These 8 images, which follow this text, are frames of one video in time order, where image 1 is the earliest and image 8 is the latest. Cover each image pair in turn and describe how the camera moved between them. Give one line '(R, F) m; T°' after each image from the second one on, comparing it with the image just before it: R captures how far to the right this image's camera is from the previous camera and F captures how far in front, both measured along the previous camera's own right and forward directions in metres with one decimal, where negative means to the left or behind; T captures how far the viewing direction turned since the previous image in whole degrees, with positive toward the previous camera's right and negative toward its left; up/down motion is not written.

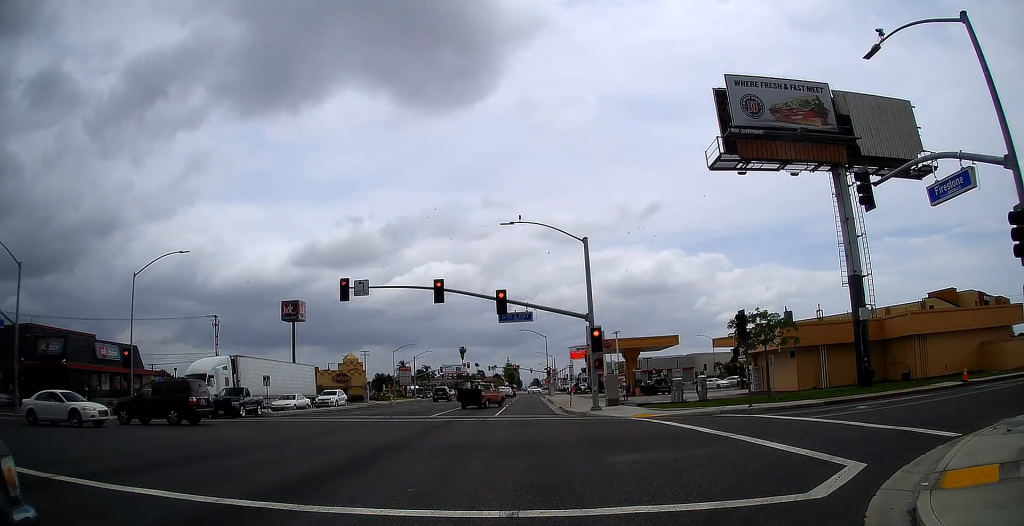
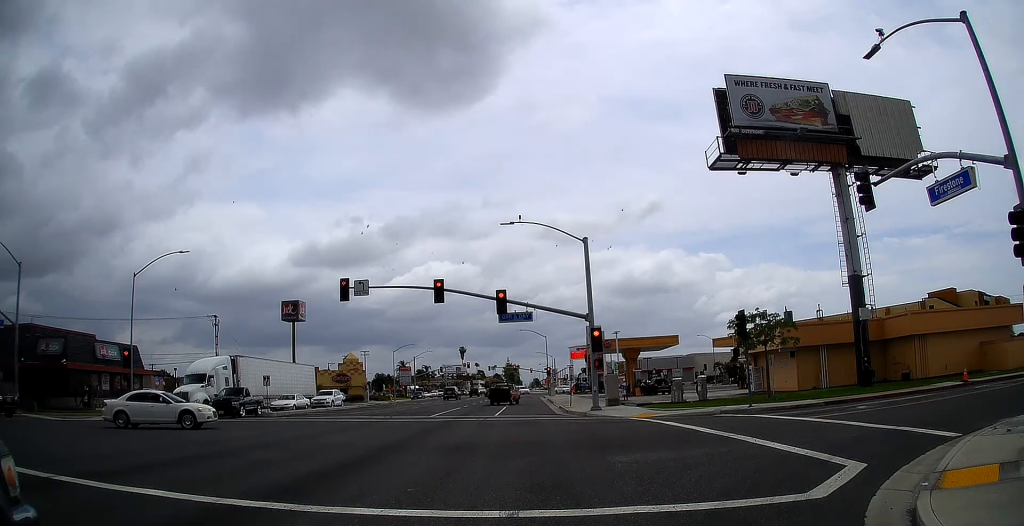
(0.0, 0.0) m; 0°
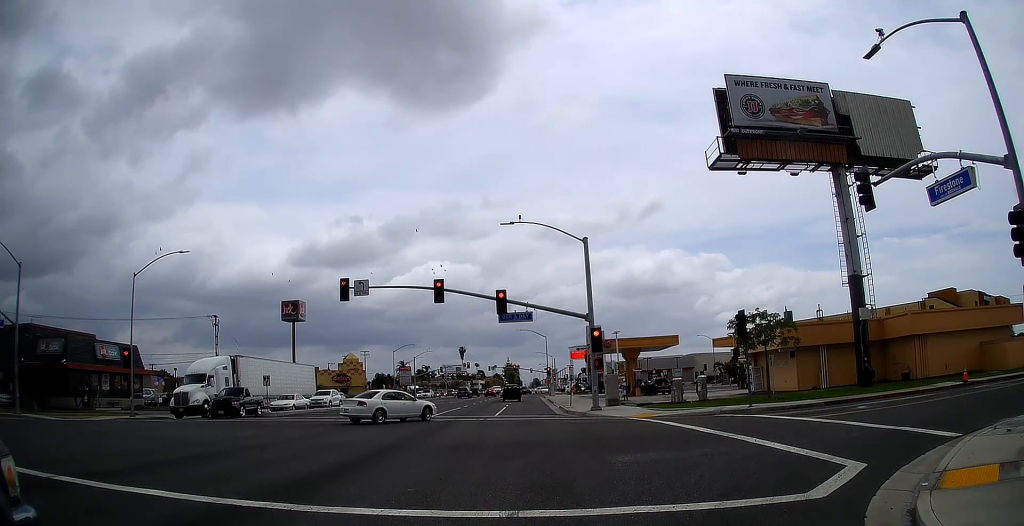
(0.0, 0.0) m; 0°
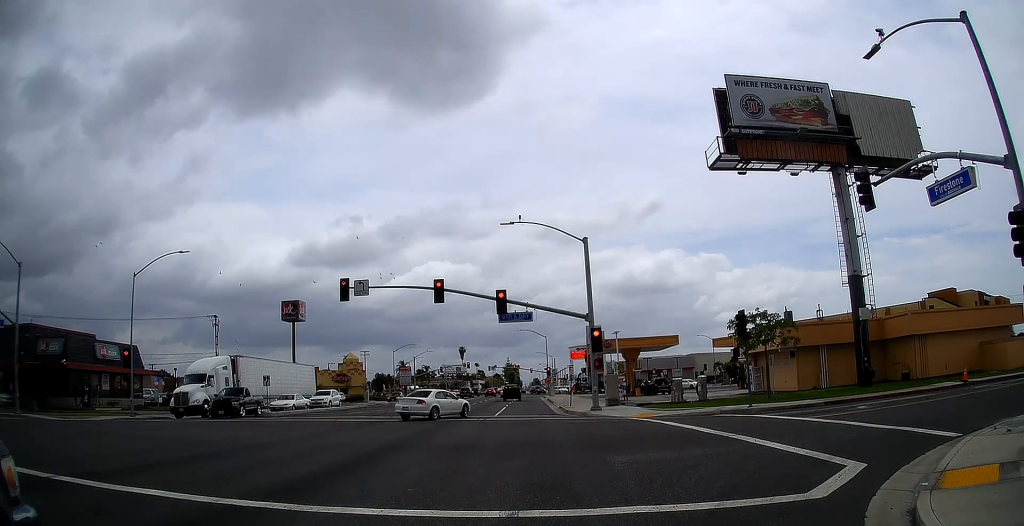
(0.0, 0.0) m; 0°
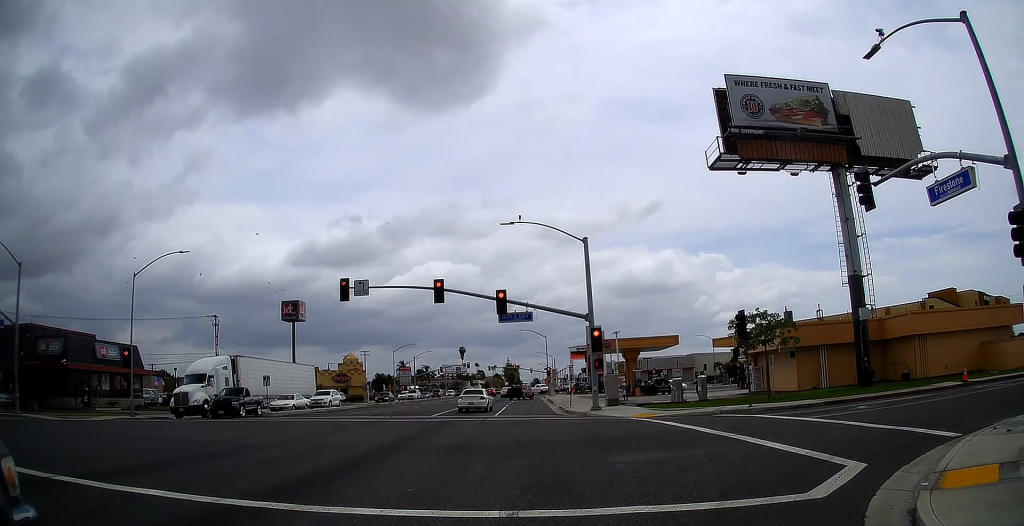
(0.0, 0.0) m; 0°
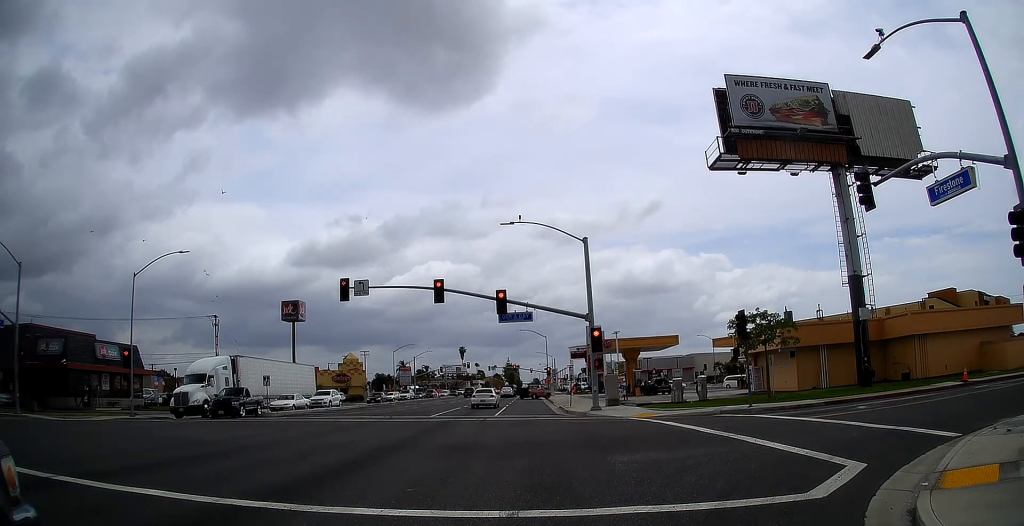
(0.0, 0.0) m; 0°
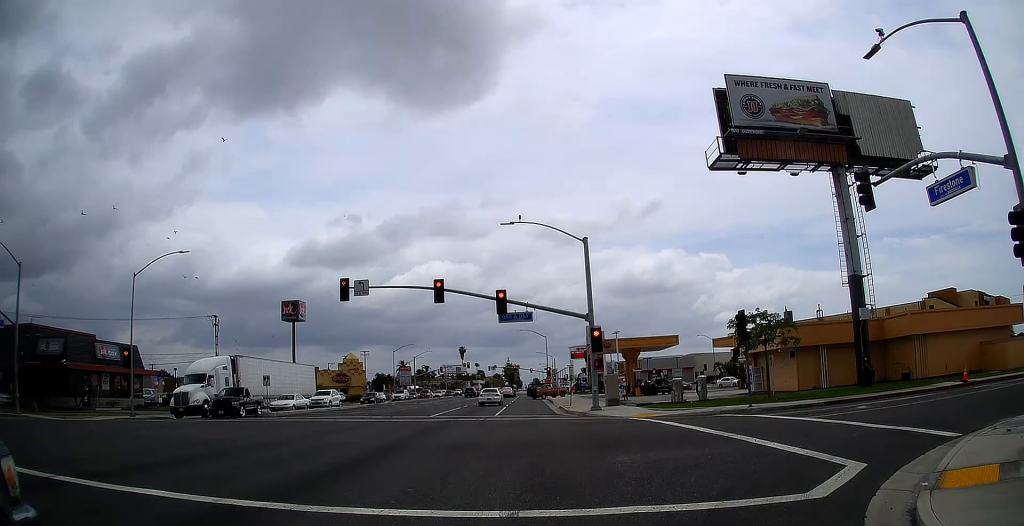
(0.0, 0.0) m; 0°
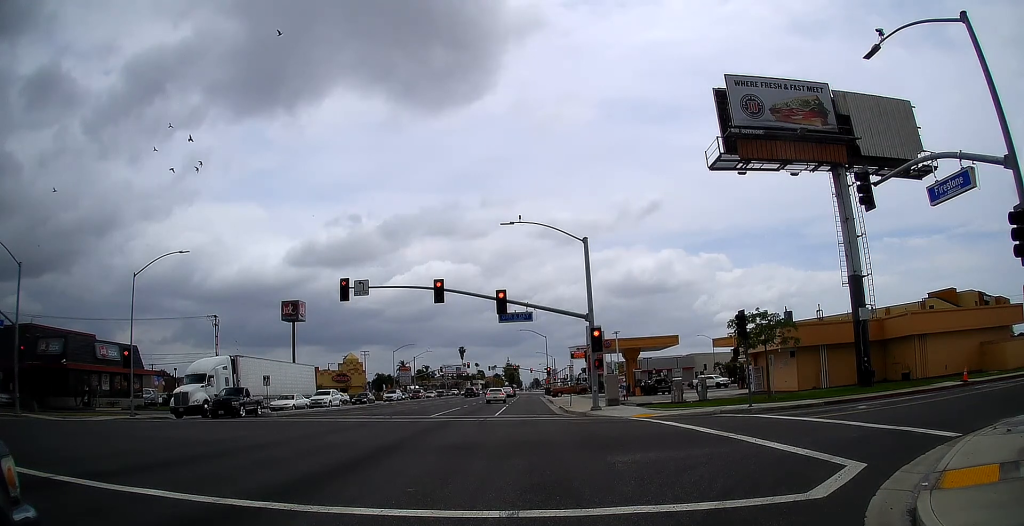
(0.0, 0.0) m; 0°
